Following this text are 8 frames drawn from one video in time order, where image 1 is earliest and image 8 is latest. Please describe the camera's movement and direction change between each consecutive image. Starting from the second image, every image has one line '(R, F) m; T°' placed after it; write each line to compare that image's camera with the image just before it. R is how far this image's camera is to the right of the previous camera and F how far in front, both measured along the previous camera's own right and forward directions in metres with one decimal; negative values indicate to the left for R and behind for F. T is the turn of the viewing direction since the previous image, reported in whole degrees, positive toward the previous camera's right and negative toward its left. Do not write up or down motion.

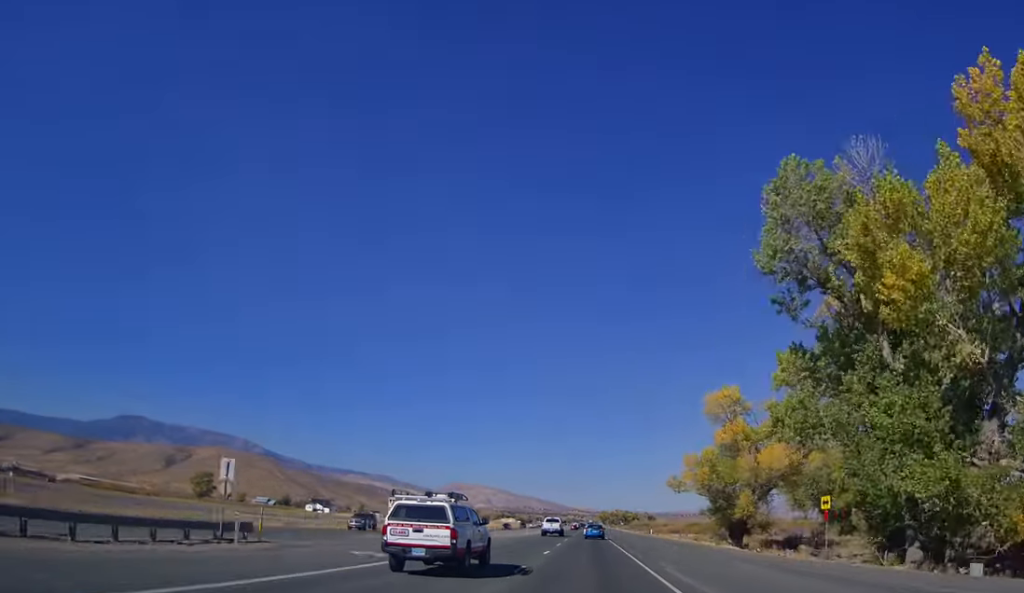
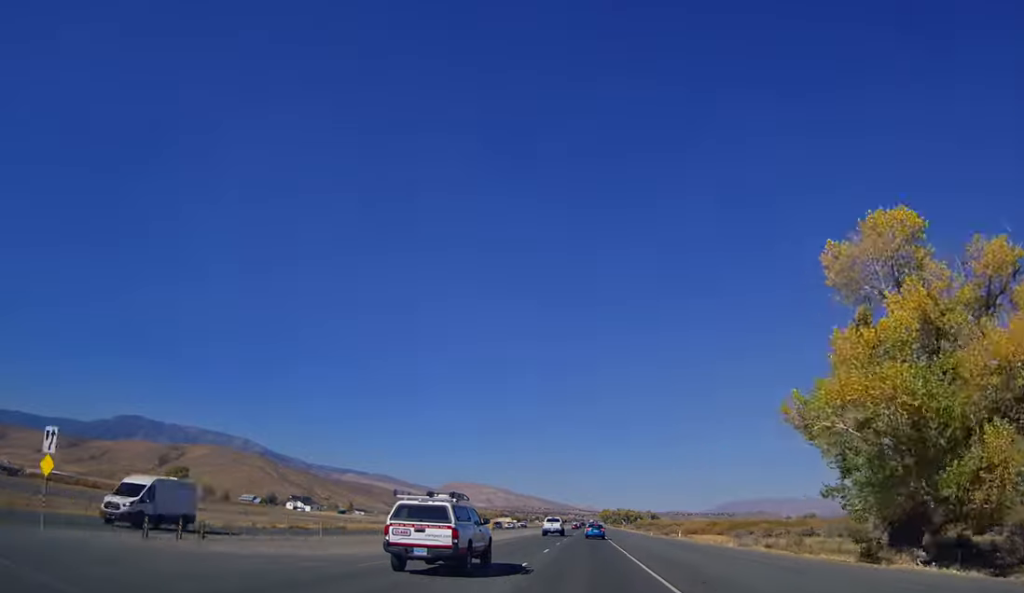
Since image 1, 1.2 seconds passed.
(0.0, +35.2) m; 0°
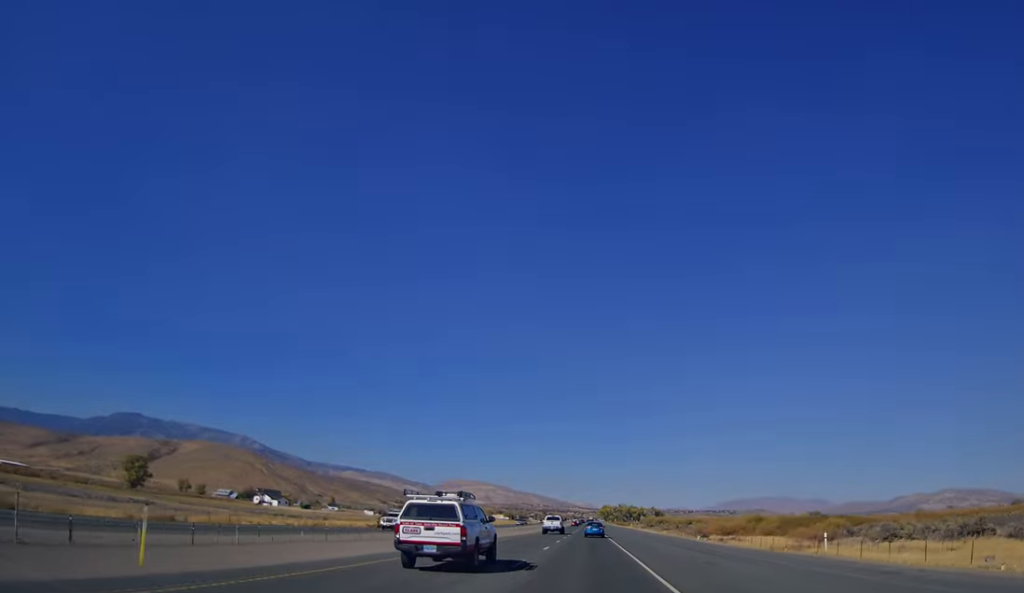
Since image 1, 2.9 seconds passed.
(0.0, +49.0) m; 0°
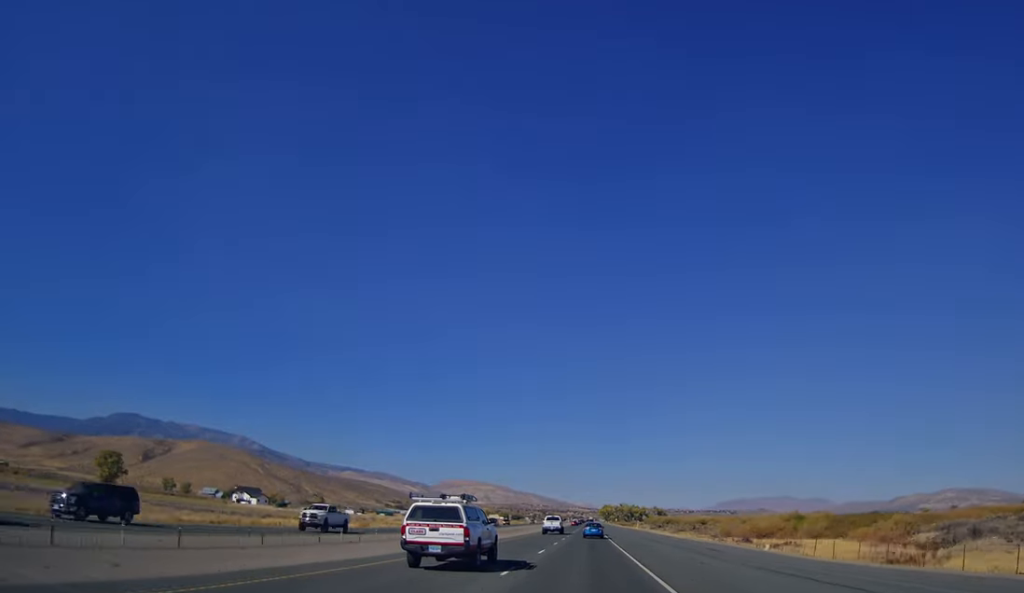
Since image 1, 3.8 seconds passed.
(0.0, +27.3) m; 0°
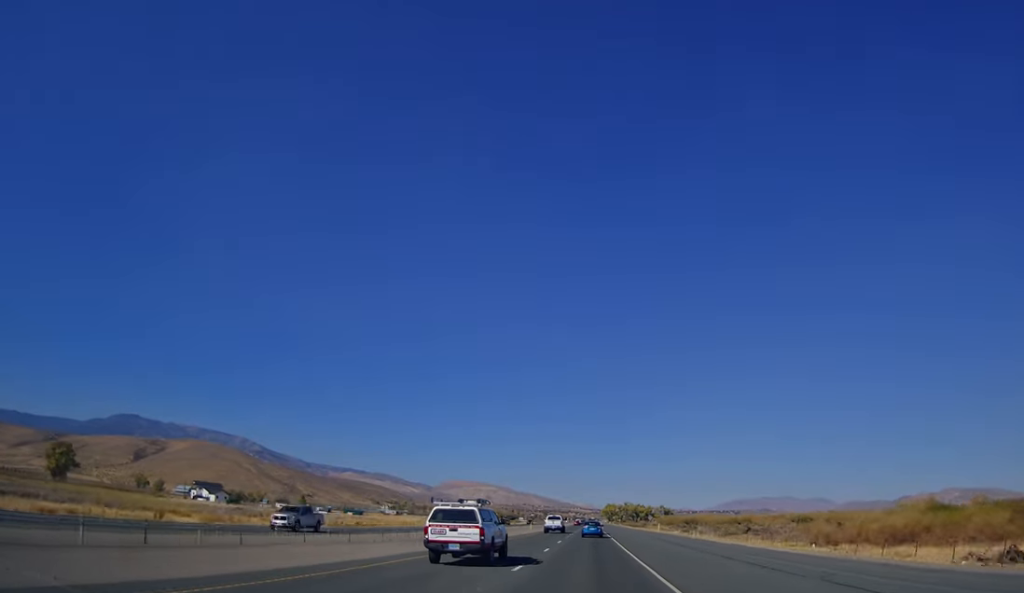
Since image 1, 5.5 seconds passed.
(0.0, +48.3) m; 0°
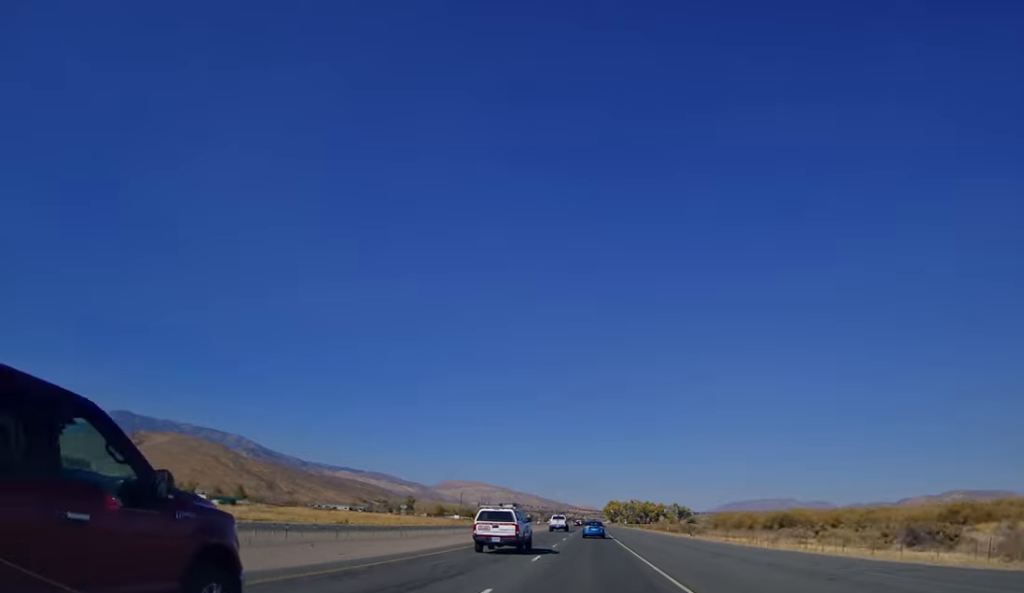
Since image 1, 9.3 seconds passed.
(0.0, +107.0) m; 0°
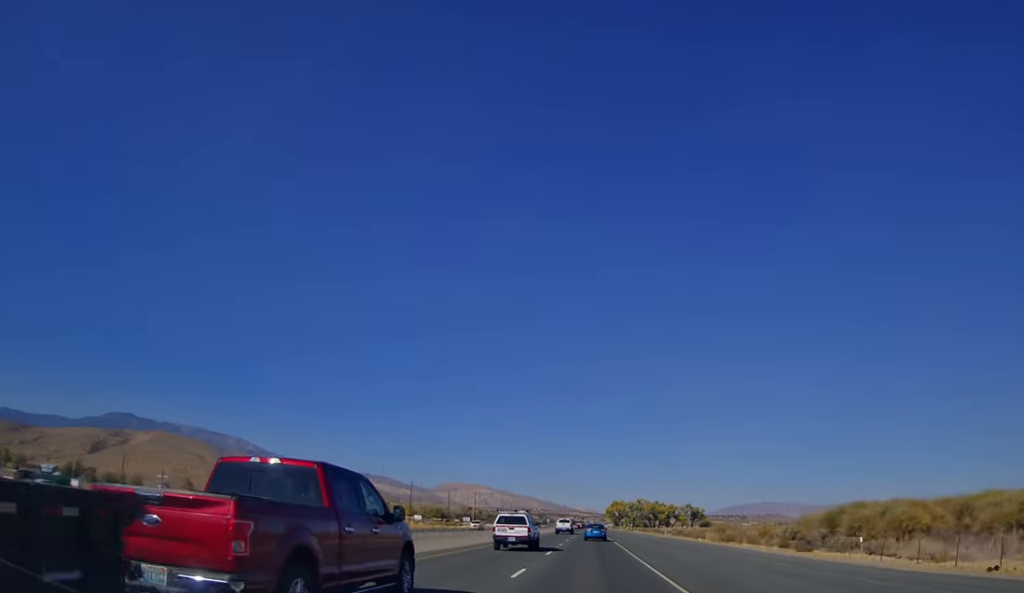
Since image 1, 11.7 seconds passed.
(0.0, +67.5) m; 0°
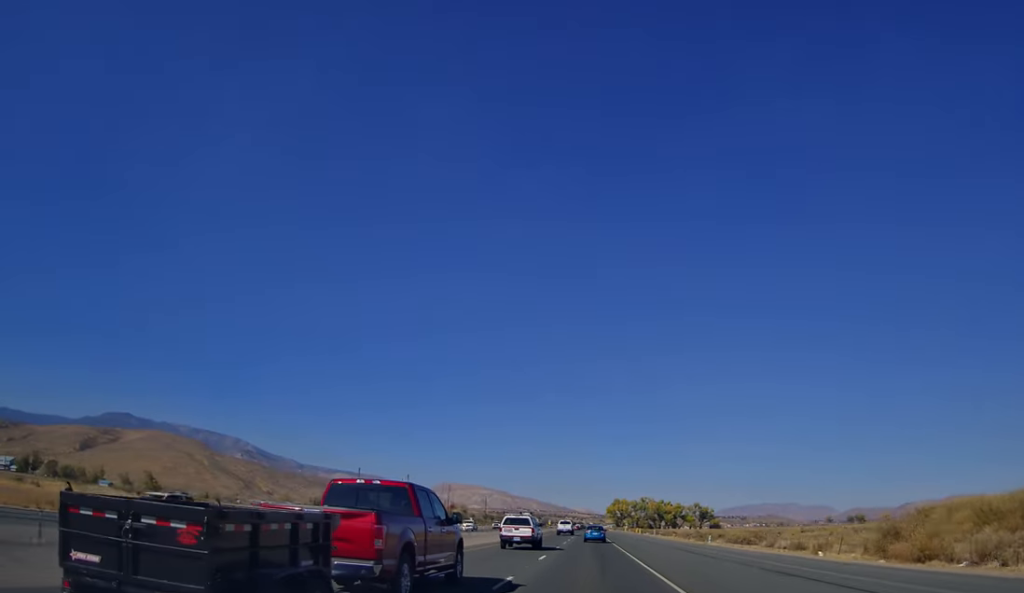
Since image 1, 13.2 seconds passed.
(0.0, +39.6) m; 0°
